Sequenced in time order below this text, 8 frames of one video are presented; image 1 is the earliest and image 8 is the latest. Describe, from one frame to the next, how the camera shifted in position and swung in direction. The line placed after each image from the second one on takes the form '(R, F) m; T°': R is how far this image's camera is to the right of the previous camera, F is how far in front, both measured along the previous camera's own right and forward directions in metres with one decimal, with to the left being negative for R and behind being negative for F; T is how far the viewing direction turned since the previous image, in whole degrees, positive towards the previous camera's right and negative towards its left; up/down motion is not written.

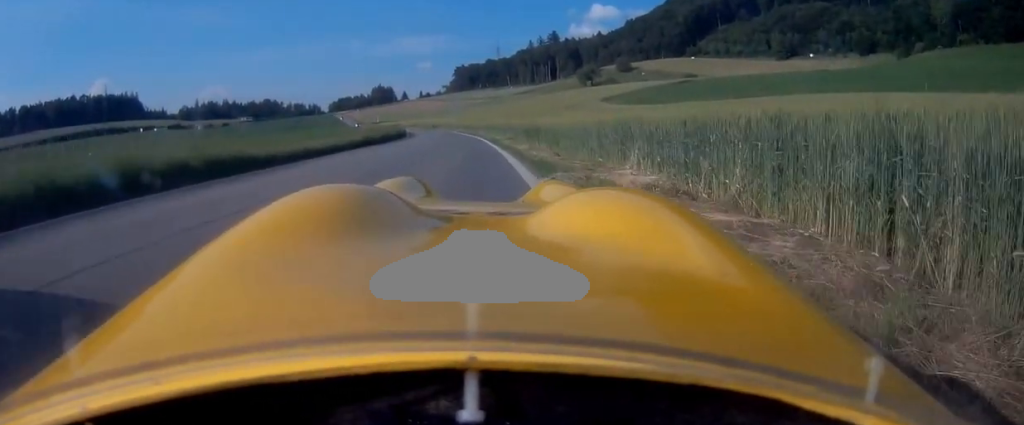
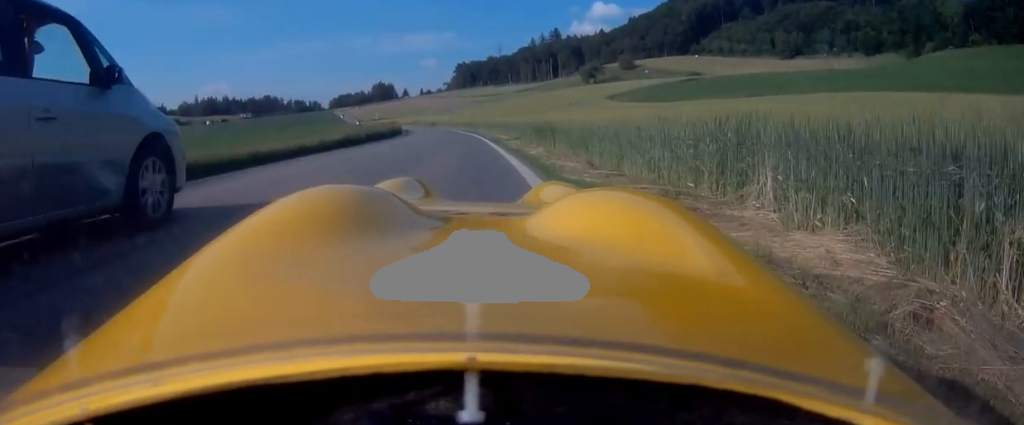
(-0.2, +4.2) m; 0°
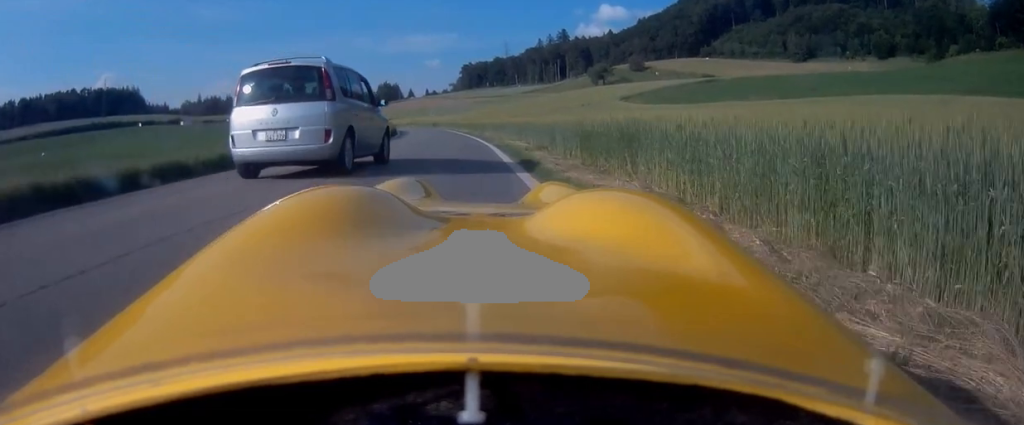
(+0.3, +8.4) m; 0°
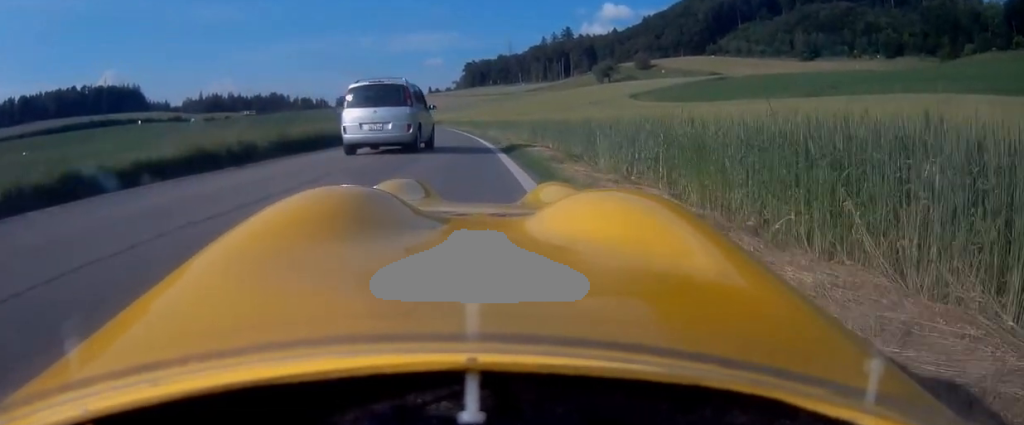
(-0.1, +5.4) m; -2°
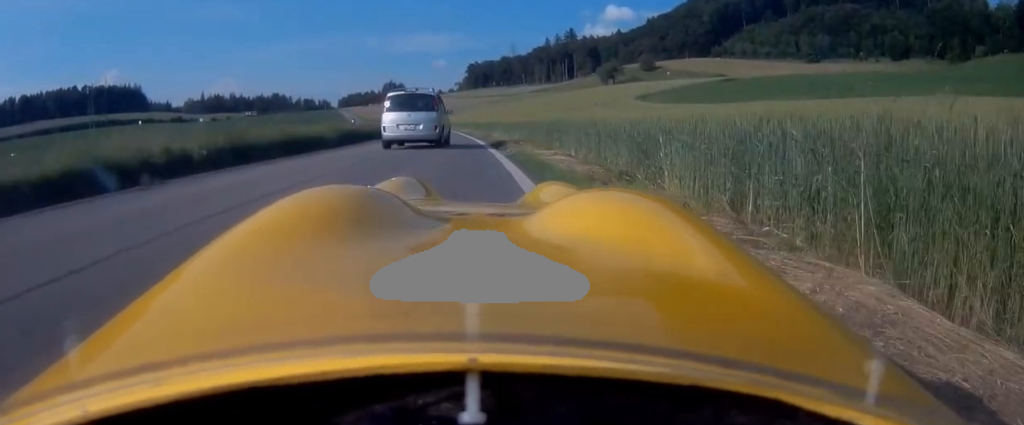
(-0.1, +3.8) m; -1°
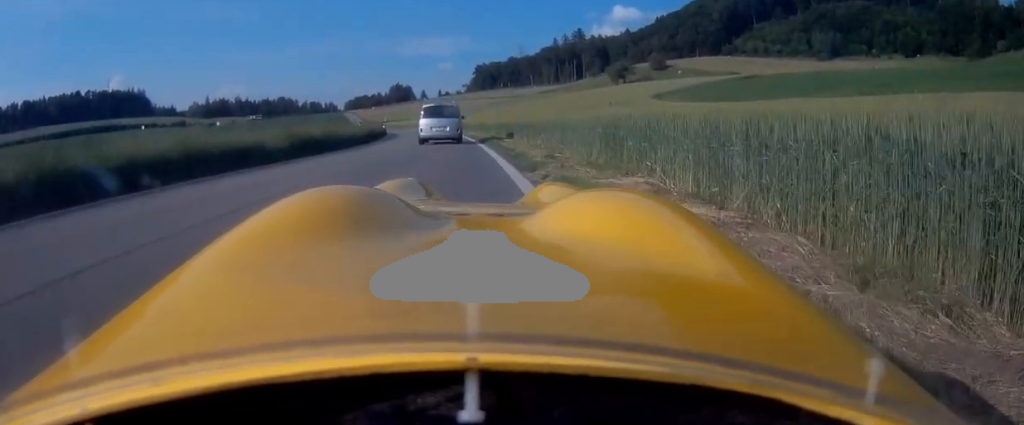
(-0.1, +6.8) m; 0°
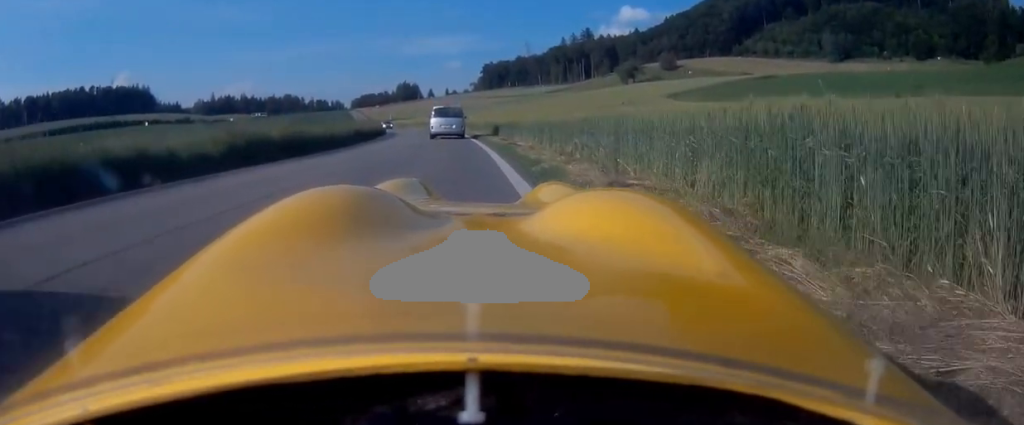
(+0.1, +5.2) m; 0°
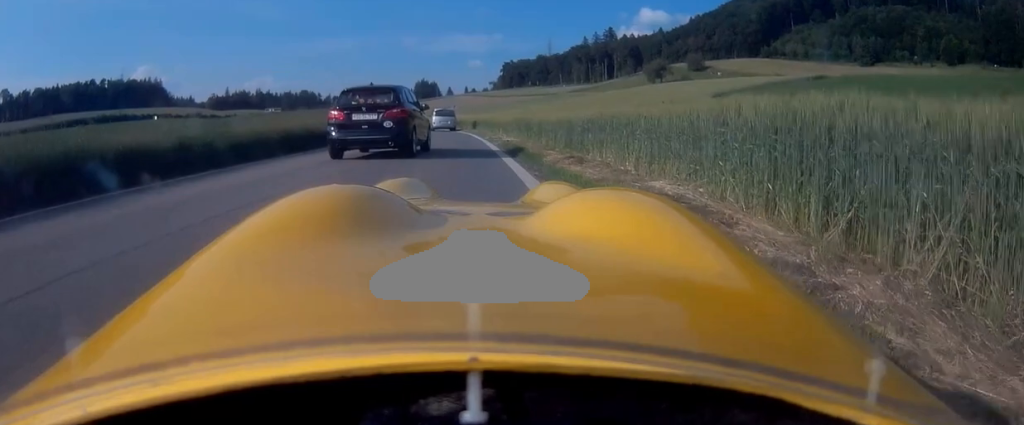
(-0.2, +13.8) m; -3°
